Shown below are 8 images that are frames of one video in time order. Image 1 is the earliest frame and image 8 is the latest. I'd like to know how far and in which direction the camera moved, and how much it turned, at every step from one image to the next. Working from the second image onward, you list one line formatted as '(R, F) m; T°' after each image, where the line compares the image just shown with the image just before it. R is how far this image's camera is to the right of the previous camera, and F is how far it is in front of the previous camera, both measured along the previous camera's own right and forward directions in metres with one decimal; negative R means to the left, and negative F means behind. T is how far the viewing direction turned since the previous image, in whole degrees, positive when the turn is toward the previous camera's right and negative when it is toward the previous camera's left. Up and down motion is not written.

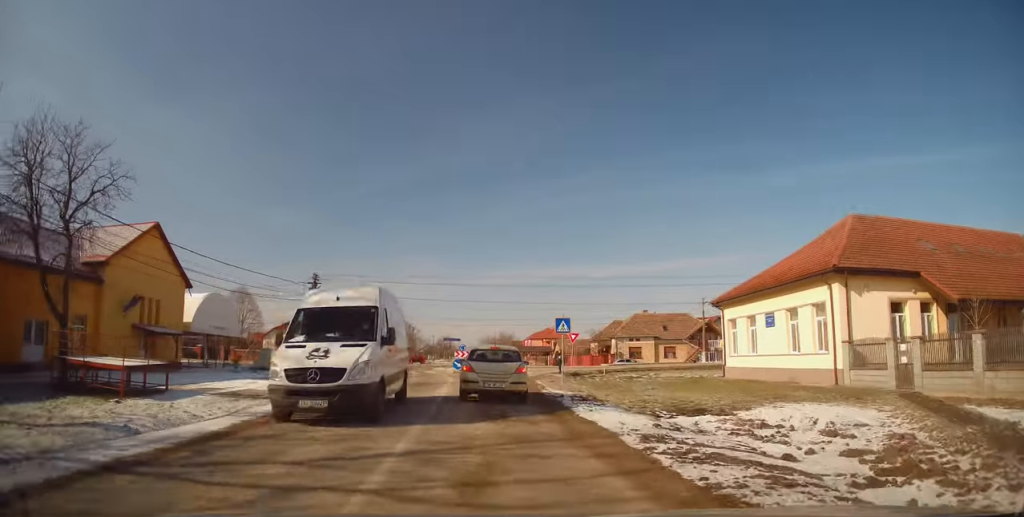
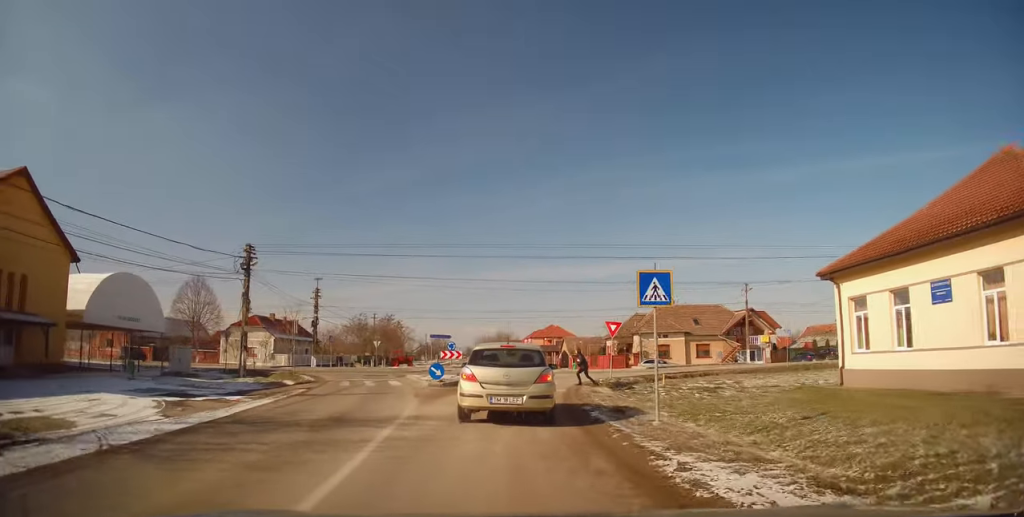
(-0.1, +11.7) m; -1°
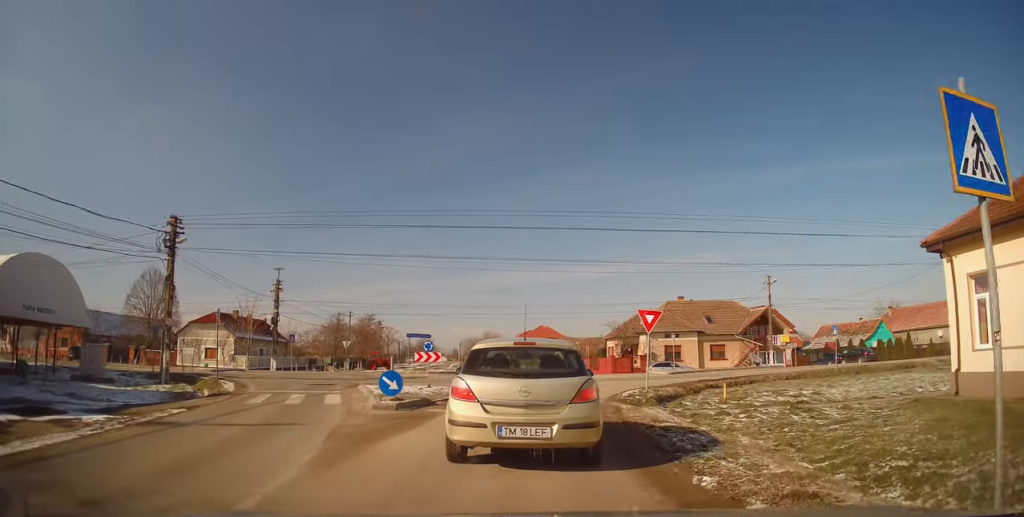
(+0.3, +8.5) m; +6°
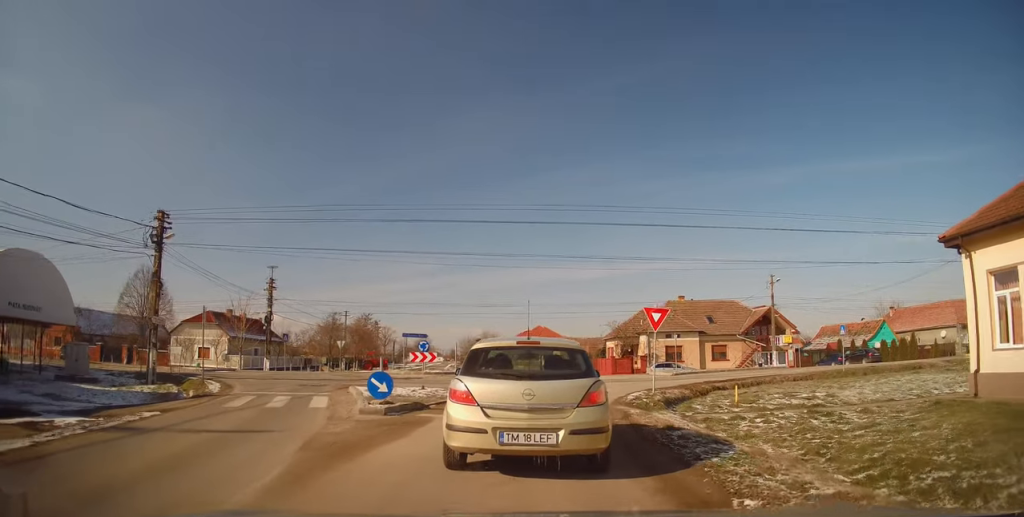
(+0.1, +1.3) m; +1°
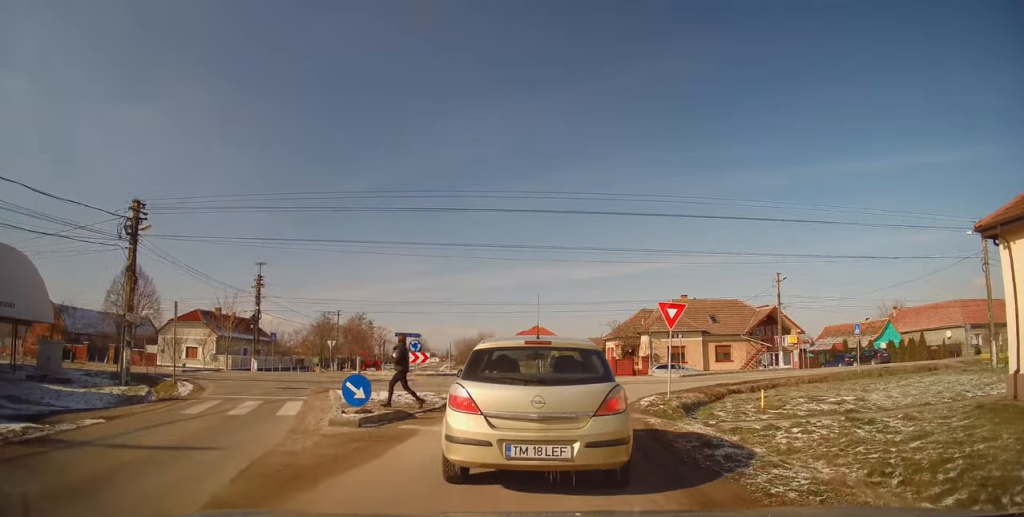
(-0.2, +2.1) m; -1°
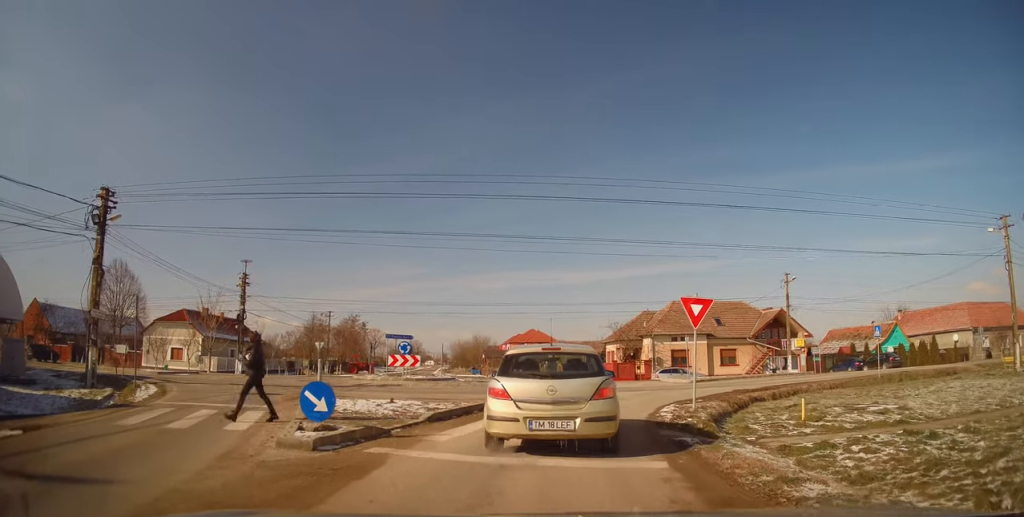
(+0.2, +2.5) m; +5°
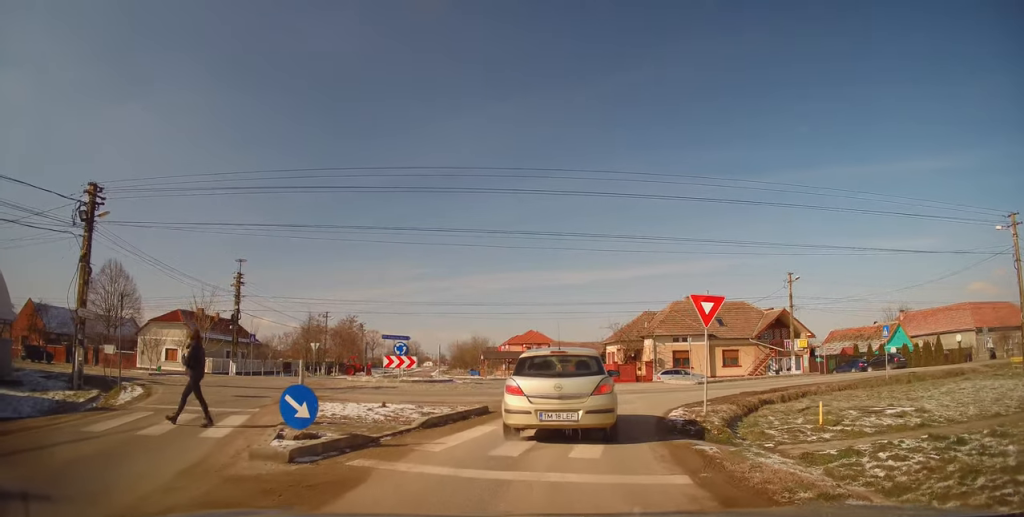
(0.0, +0.9) m; -3°
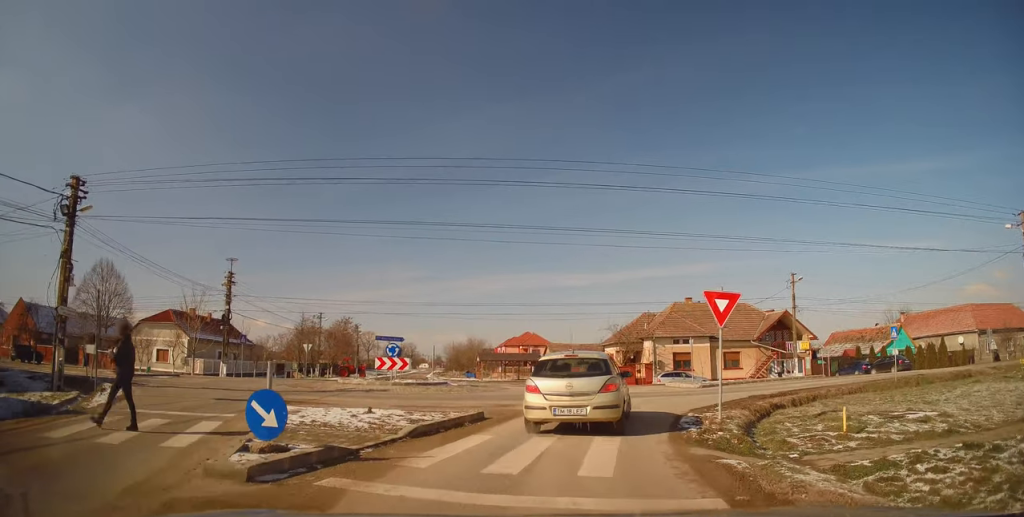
(0.0, +1.0) m; -2°
